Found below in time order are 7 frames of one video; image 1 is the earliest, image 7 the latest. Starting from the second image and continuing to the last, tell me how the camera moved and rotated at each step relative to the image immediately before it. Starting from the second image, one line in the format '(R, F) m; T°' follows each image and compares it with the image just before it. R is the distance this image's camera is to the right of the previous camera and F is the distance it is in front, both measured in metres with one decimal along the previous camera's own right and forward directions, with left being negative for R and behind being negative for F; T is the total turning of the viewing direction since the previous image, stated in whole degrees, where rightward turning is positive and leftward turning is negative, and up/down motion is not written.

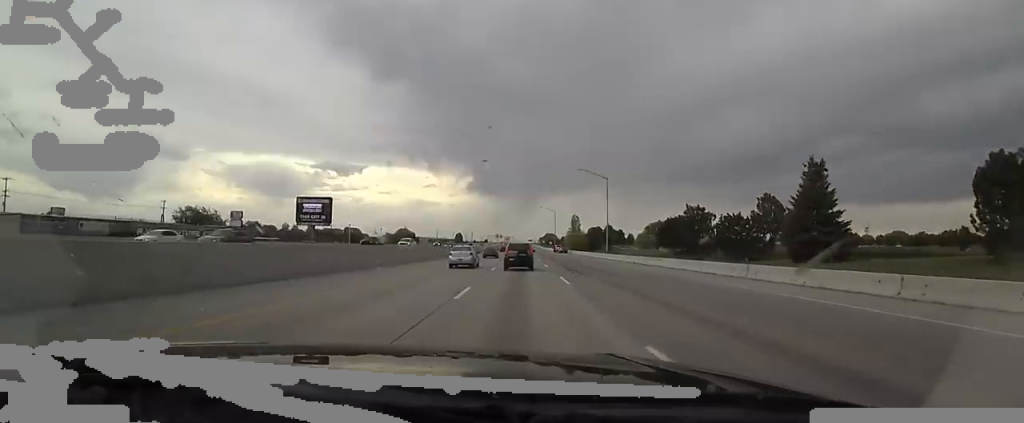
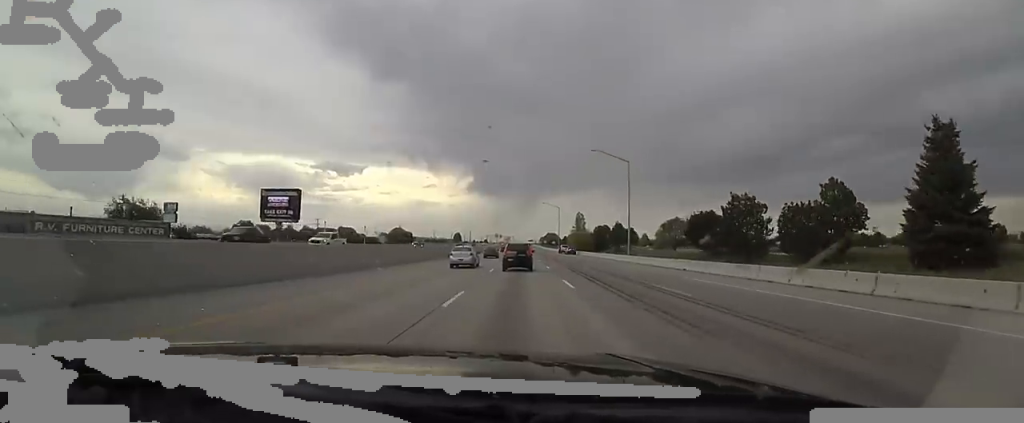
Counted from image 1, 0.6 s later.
(0.0, +17.4) m; 0°
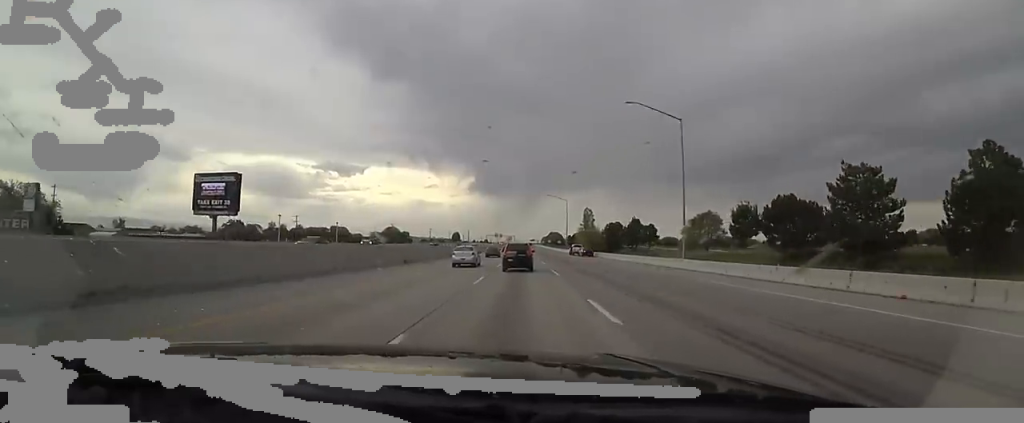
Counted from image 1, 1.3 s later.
(+0.2, +23.3) m; 0°
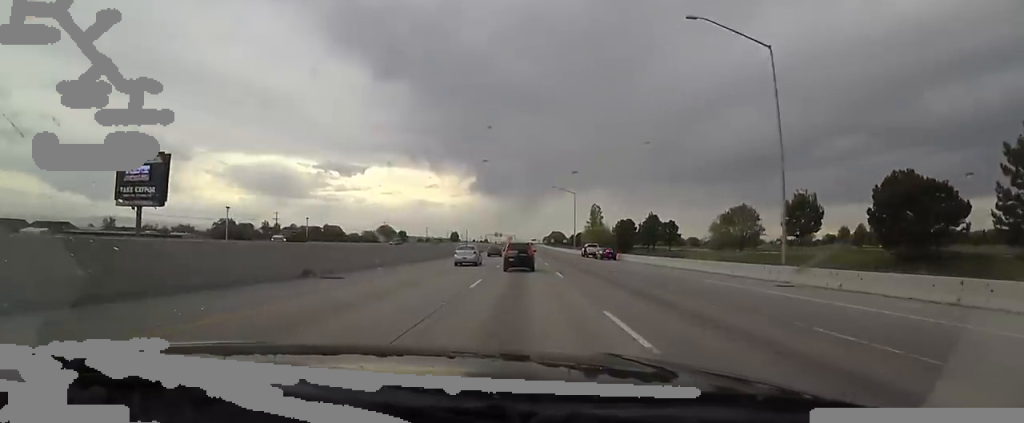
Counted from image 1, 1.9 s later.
(-0.2, +17.6) m; +1°
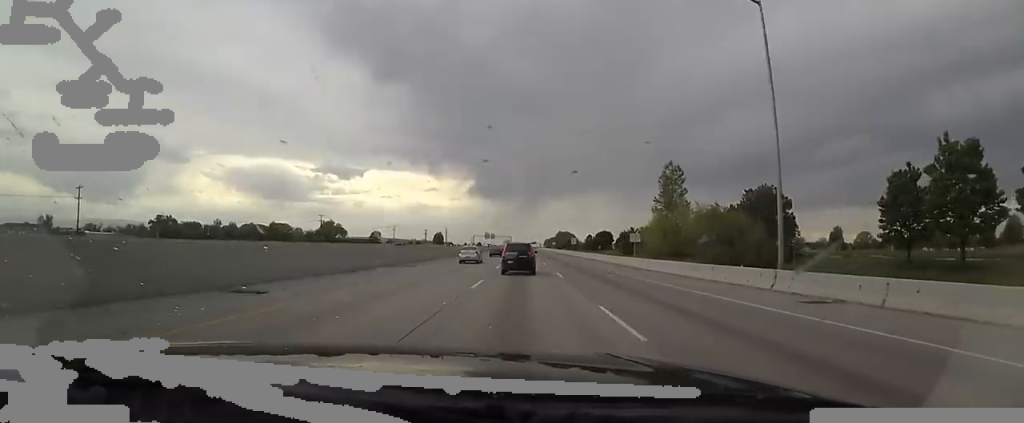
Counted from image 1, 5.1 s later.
(+0.6, +90.6) m; -2°
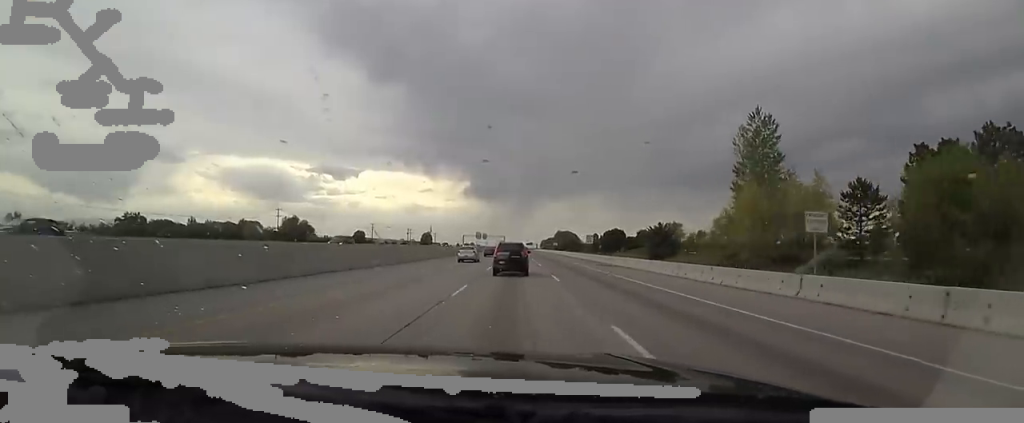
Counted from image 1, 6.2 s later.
(0.0, +32.7) m; +3°
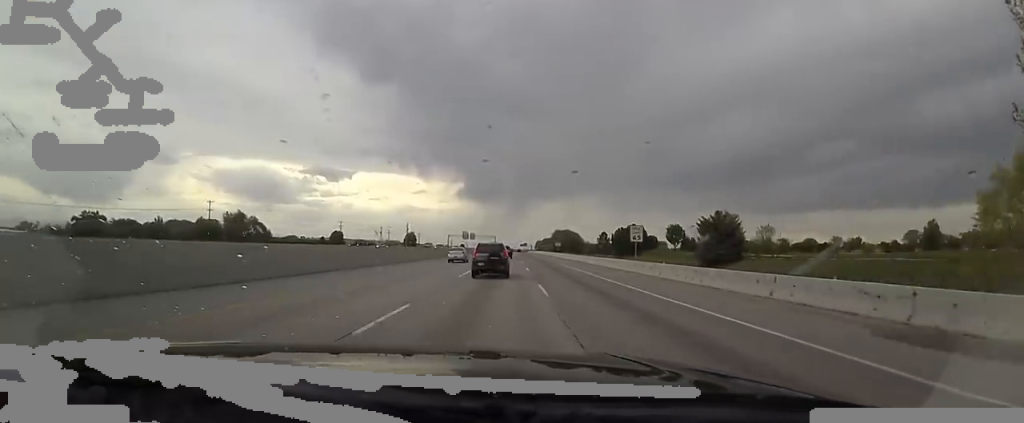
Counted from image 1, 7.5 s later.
(+1.5, +35.8) m; +1°
